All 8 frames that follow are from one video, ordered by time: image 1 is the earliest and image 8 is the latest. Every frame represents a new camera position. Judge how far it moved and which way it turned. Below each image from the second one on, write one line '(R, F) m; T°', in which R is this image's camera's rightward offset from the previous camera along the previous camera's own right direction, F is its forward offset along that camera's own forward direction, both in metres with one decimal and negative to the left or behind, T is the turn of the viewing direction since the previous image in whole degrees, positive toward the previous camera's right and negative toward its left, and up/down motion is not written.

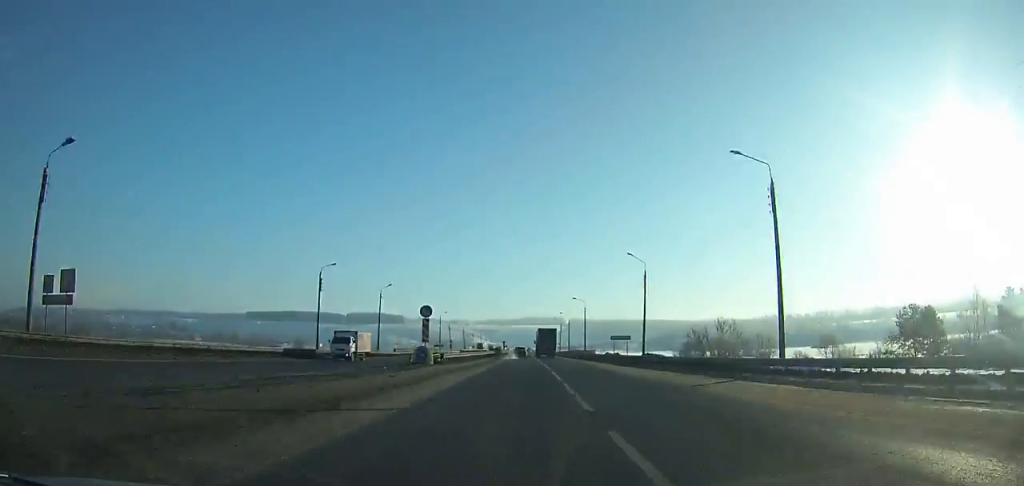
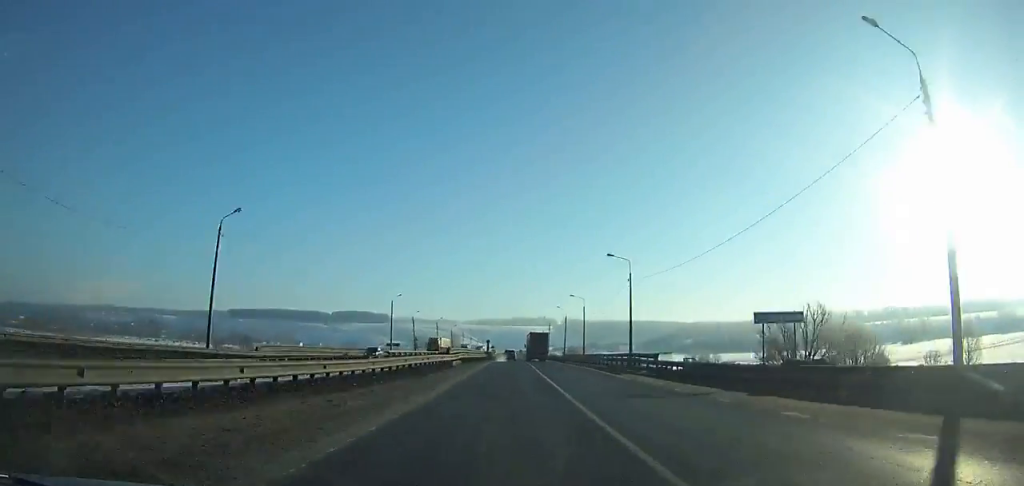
(+0.1, +46.1) m; 0°
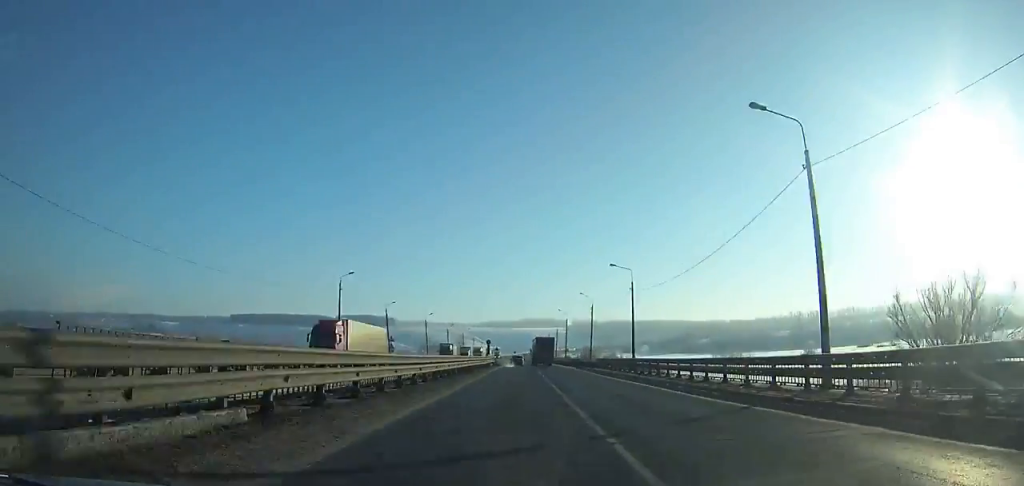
(0.0, +32.4) m; 0°
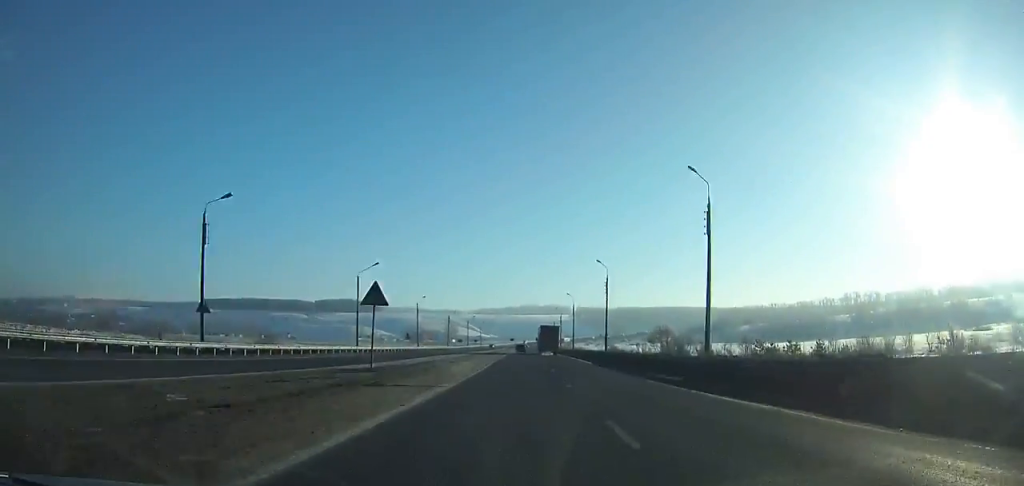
(-0.3, +129.1) m; 0°
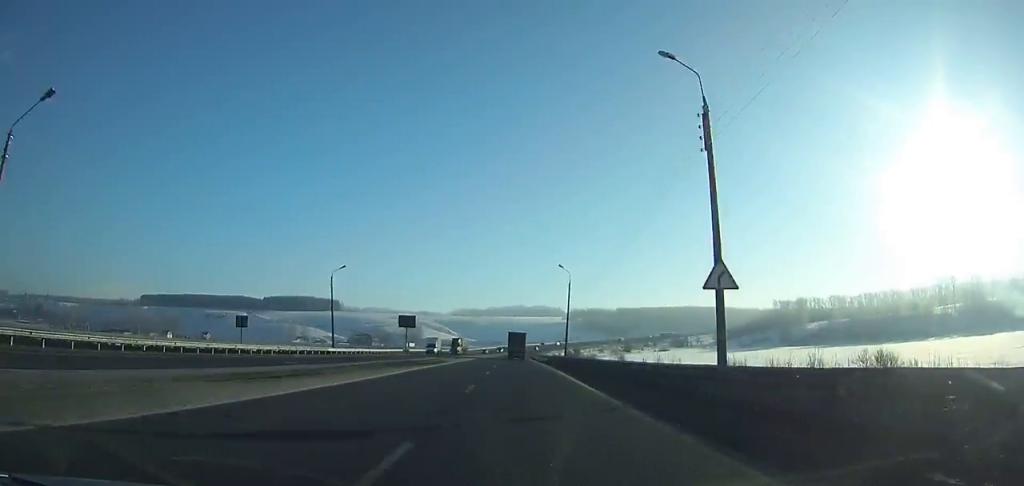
(+3.1, +171.3) m; +1°
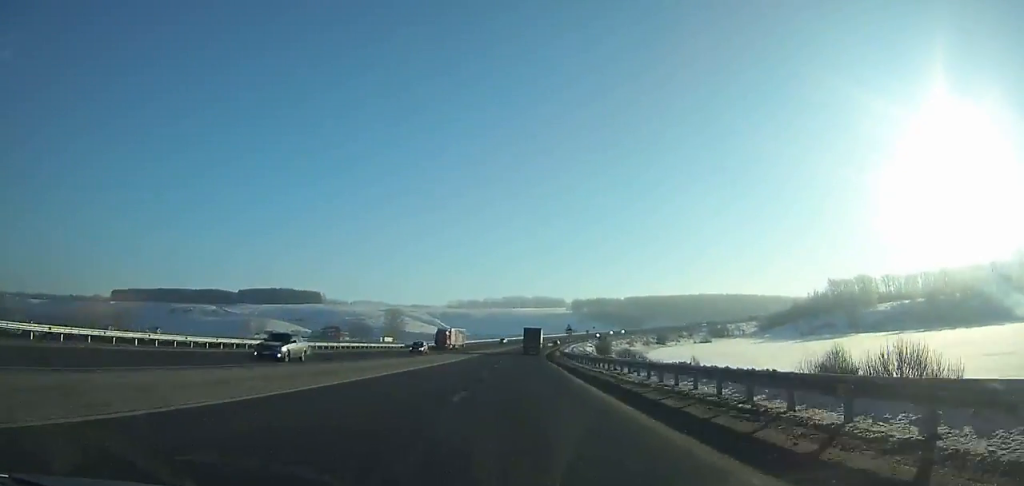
(-0.6, +86.7) m; +1°
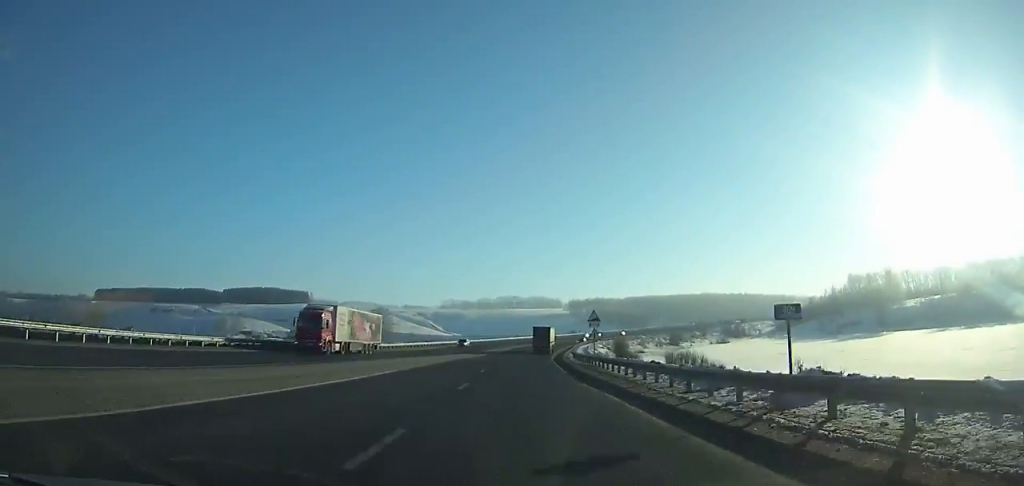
(-0.1, +31.4) m; +1°
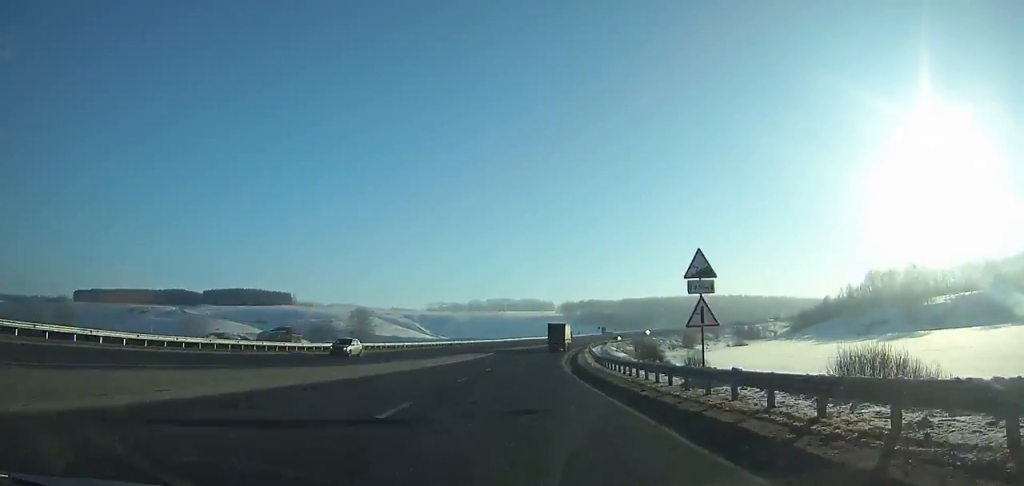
(+0.1, +31.2) m; +2°
